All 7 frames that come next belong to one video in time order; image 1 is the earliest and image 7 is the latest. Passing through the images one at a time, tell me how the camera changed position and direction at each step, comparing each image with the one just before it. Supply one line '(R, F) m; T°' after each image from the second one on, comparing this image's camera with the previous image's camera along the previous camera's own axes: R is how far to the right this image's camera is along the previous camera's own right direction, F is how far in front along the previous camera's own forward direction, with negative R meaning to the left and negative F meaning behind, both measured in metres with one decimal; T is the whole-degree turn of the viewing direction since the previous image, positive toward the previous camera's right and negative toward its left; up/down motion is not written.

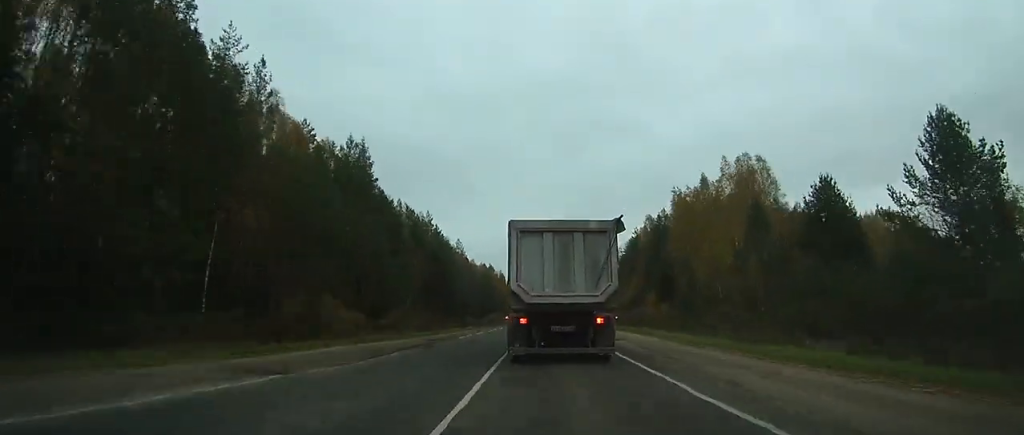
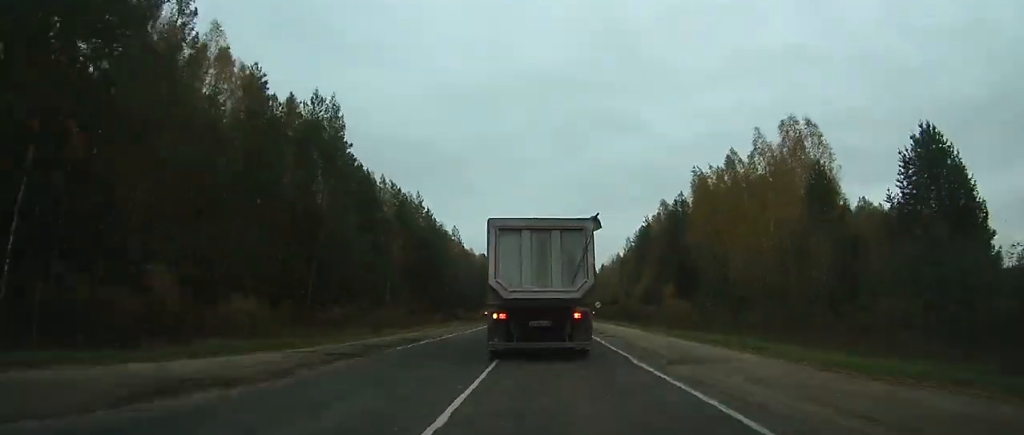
(0.0, +13.8) m; 0°
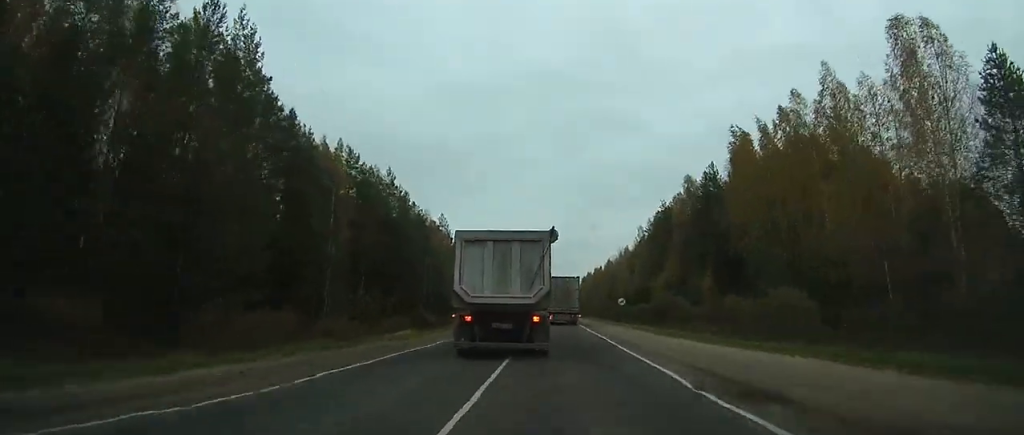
(+0.2, +22.4) m; 0°
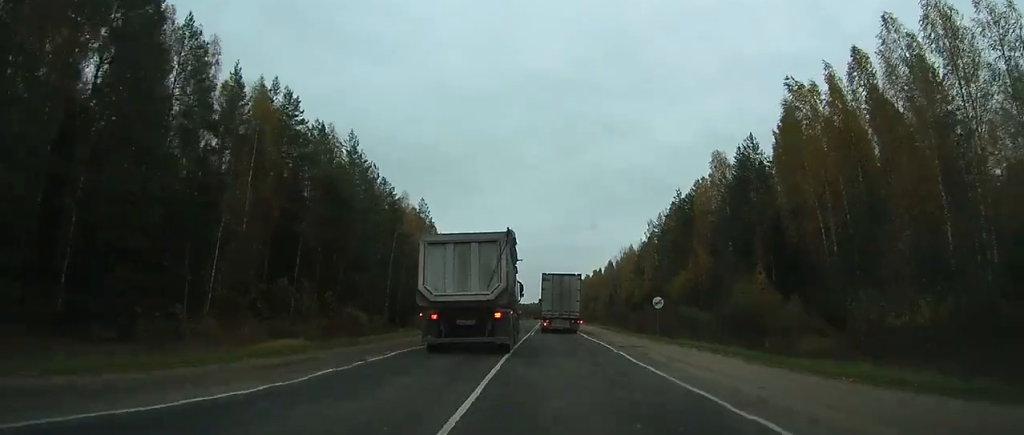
(+0.1, +19.2) m; 0°
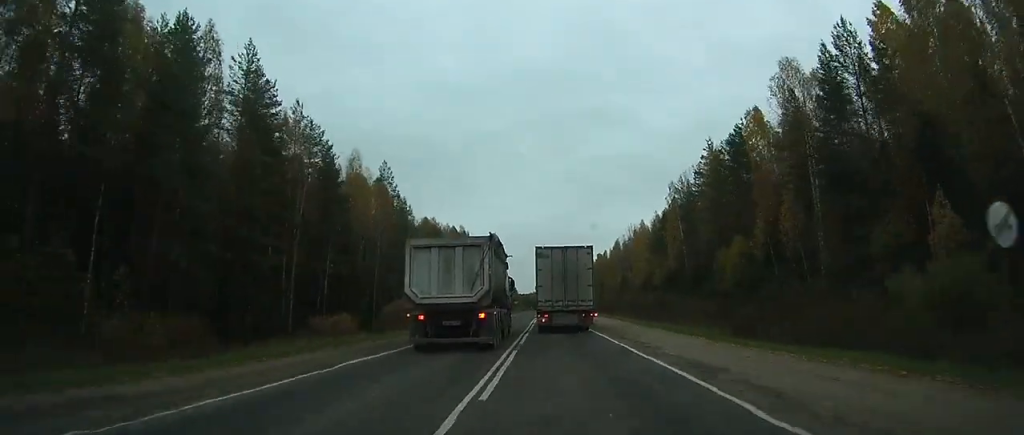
(-0.2, +27.5) m; -1°
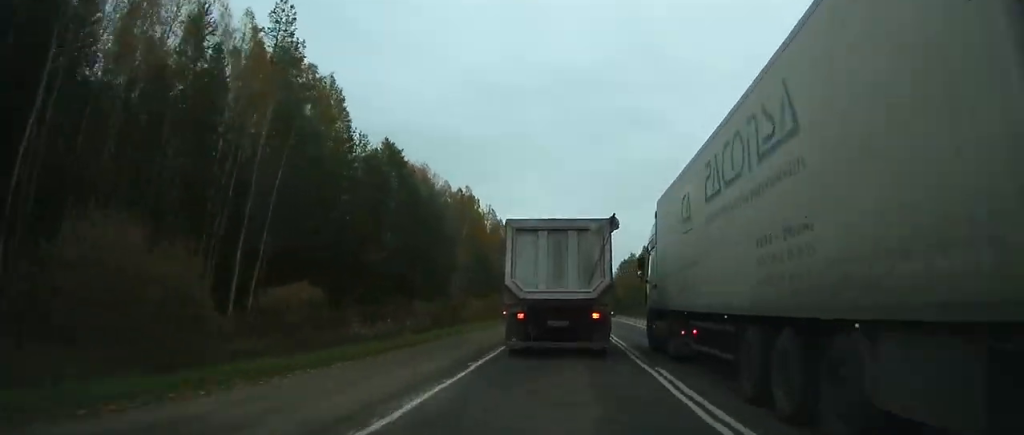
(-1.0, +52.6) m; -1°
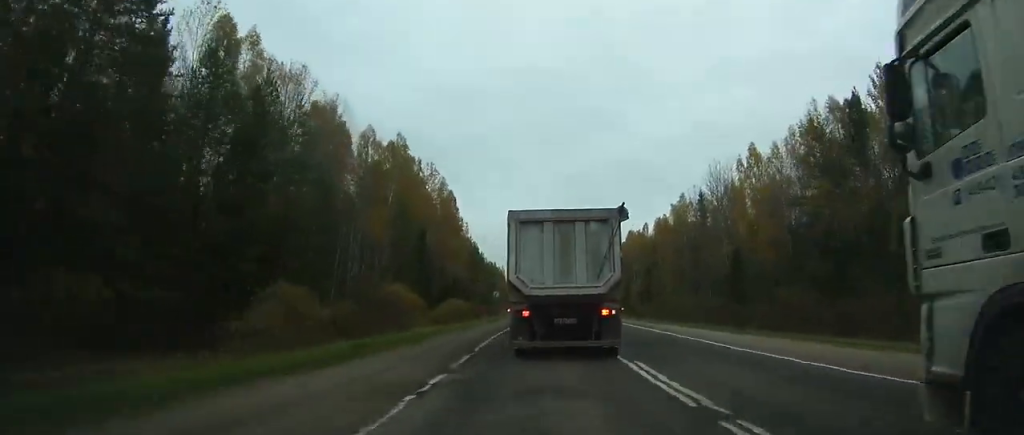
(+0.8, +36.1) m; +2°
